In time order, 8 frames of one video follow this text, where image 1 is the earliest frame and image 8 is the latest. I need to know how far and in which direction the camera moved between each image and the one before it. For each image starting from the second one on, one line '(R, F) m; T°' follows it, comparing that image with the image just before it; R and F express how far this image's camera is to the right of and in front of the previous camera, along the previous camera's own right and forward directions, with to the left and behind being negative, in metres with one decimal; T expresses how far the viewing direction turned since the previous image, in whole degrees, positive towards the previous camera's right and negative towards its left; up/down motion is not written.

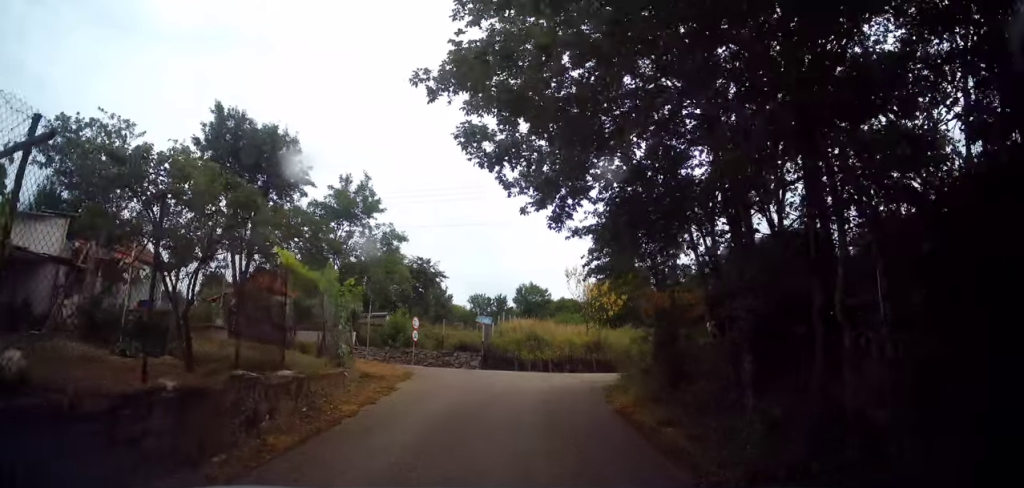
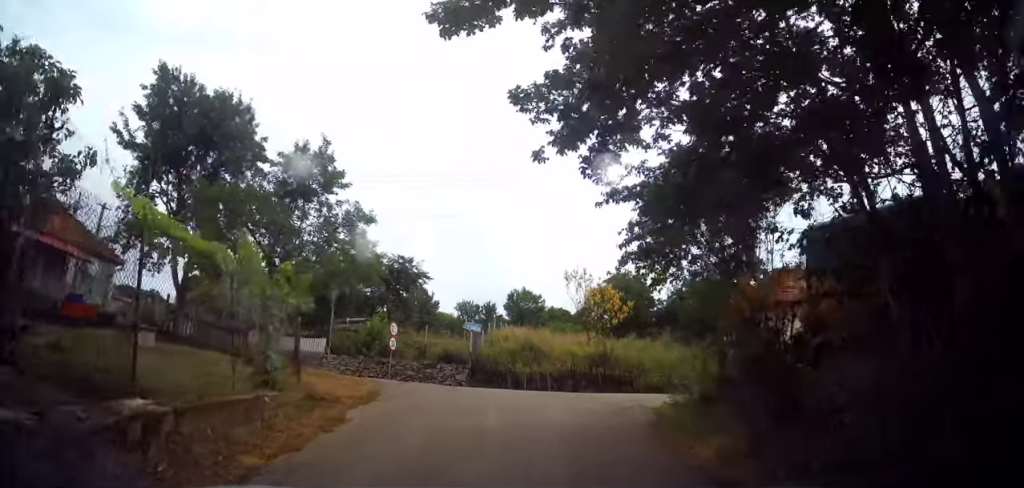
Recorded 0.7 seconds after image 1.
(+0.1, +3.5) m; -1°
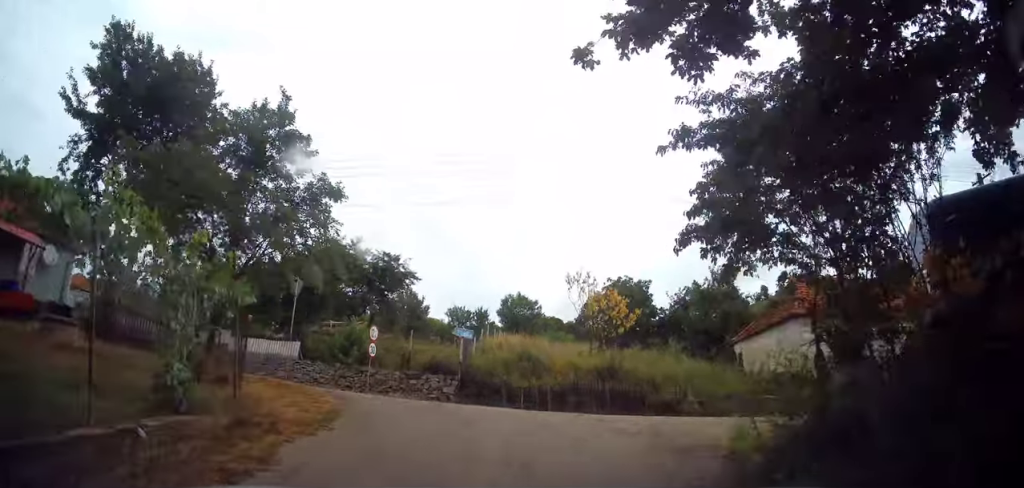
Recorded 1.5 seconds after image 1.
(0.0, +3.0) m; +2°
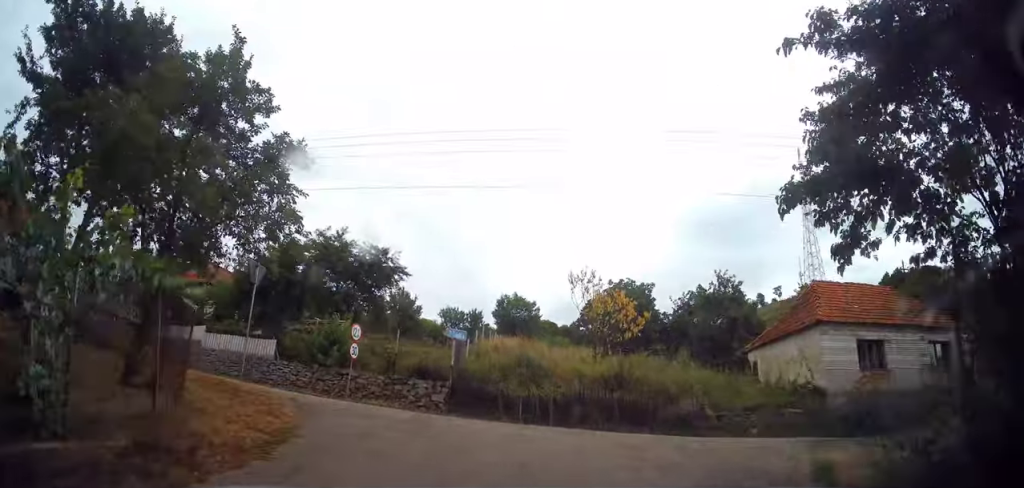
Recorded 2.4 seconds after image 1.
(0.0, +2.6) m; +8°
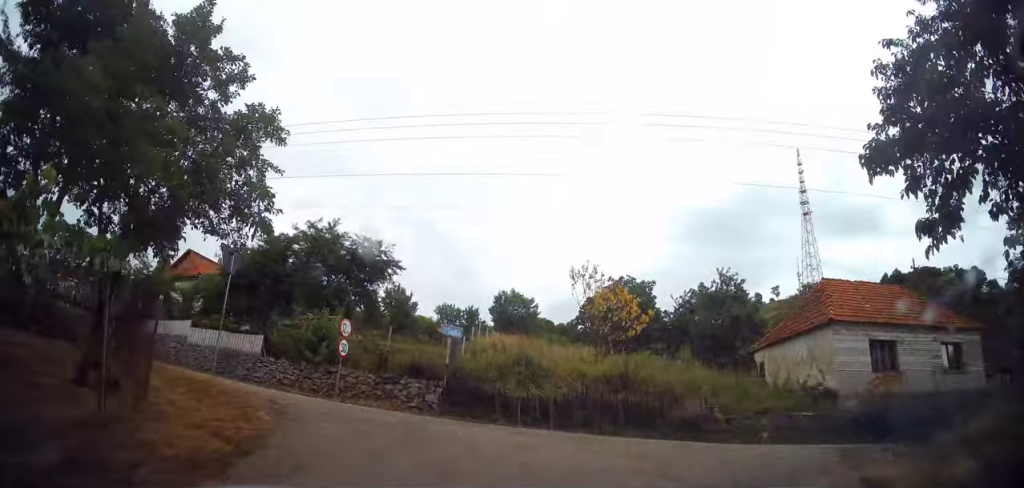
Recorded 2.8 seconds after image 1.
(+0.2, +1.1) m; +5°
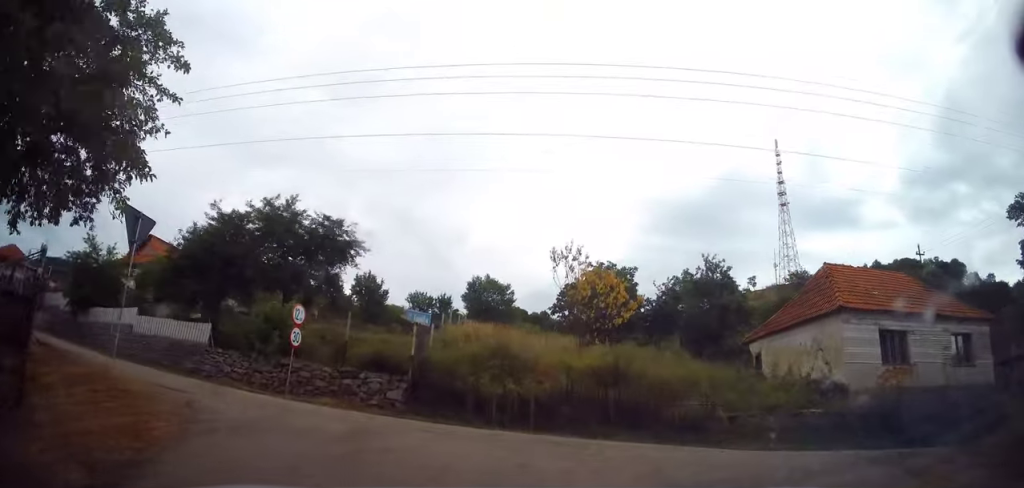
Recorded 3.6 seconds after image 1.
(+0.1, +1.9) m; +4°
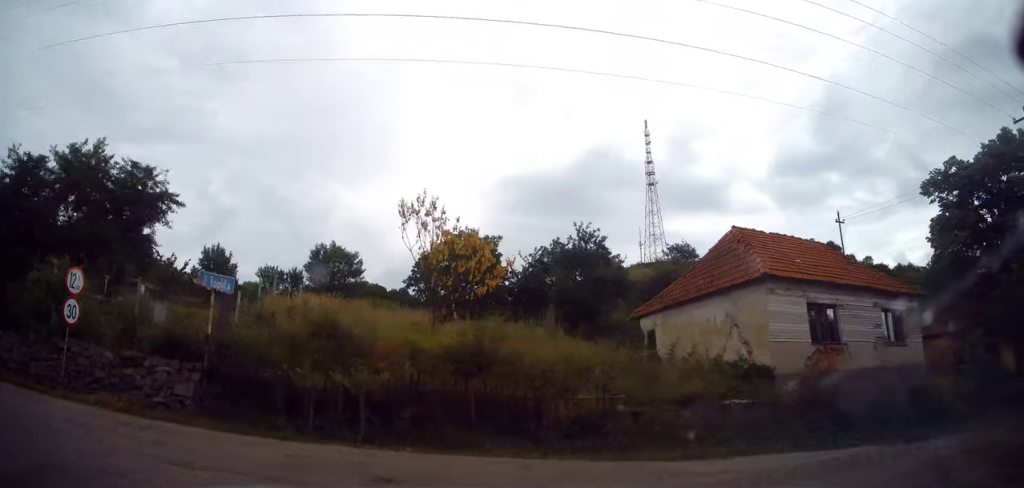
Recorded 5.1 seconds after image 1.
(+0.1, +3.0) m; +15°
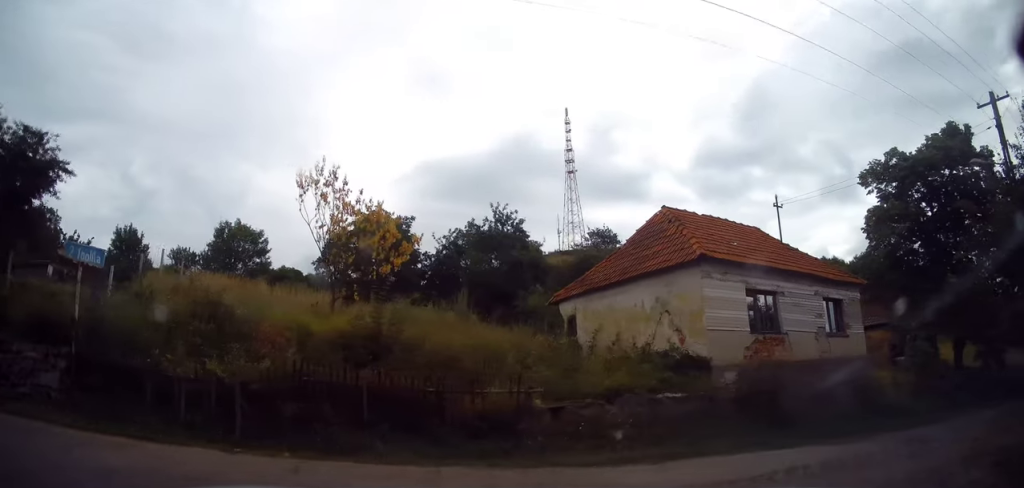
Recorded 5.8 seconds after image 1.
(+0.3, +1.4) m; +9°
